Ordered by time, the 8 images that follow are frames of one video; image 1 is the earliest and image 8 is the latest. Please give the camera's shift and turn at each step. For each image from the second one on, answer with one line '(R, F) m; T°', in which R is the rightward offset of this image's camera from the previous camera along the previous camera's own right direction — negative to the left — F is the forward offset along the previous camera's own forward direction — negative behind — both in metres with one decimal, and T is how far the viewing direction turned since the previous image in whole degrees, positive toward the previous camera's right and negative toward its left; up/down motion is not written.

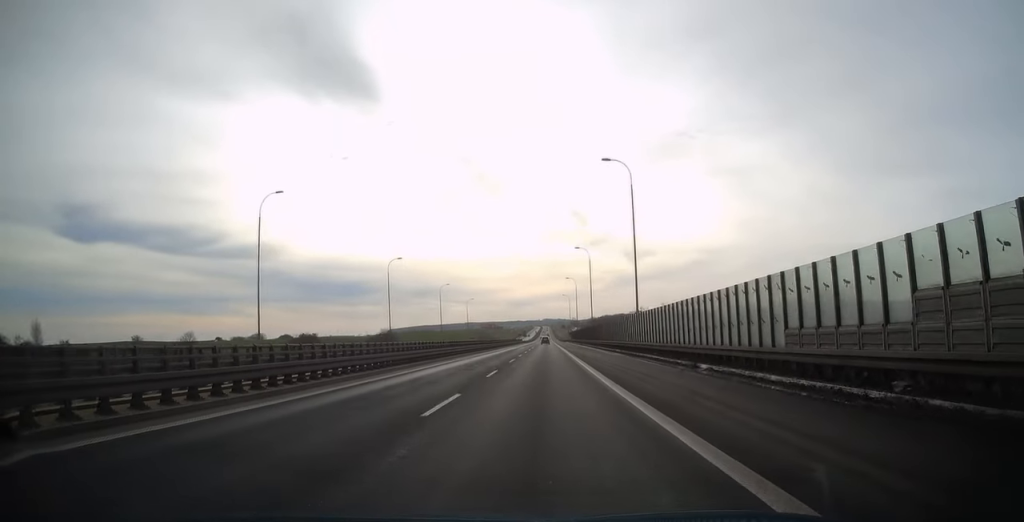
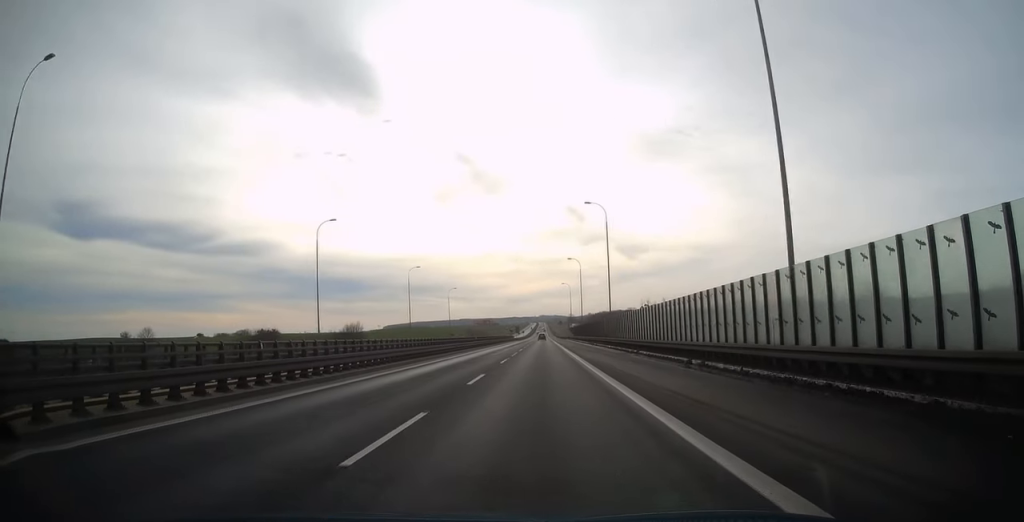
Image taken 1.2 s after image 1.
(+0.1, +28.5) m; 0°
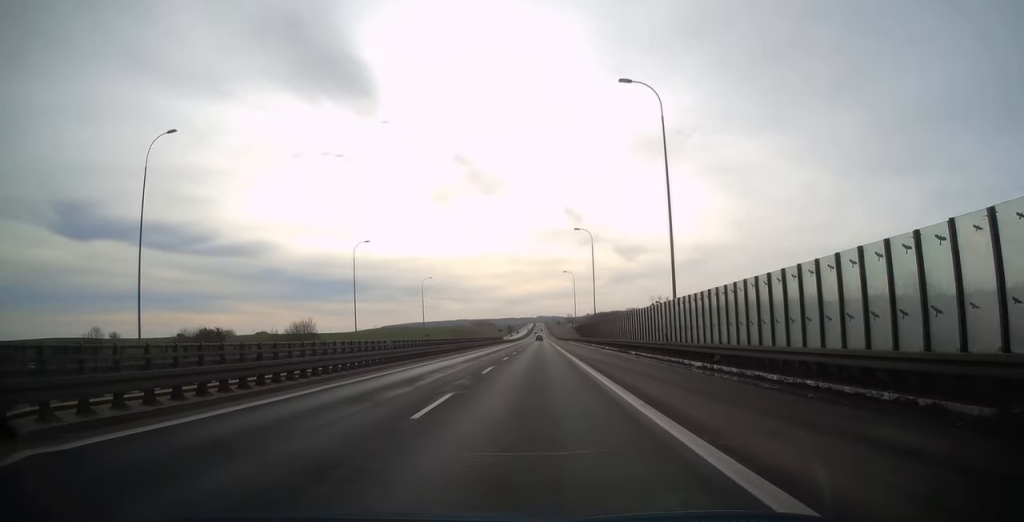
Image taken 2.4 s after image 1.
(0.0, +30.3) m; 0°
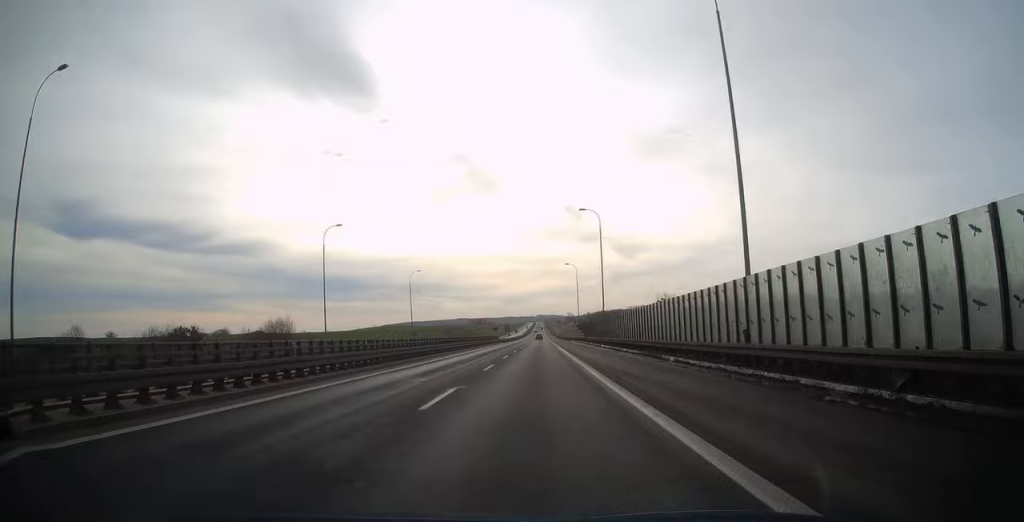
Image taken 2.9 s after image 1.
(0.0, +10.9) m; 0°
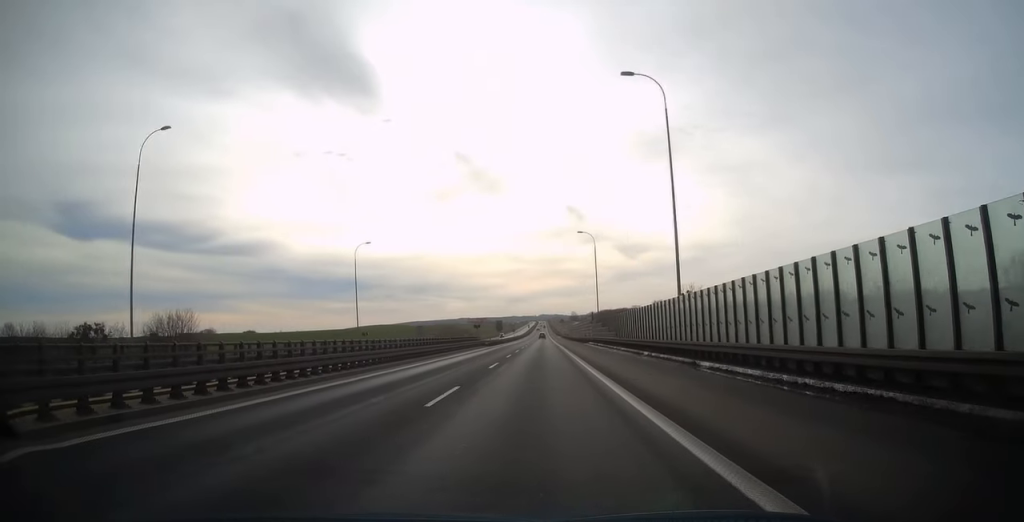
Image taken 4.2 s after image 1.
(0.0, +34.3) m; 0°
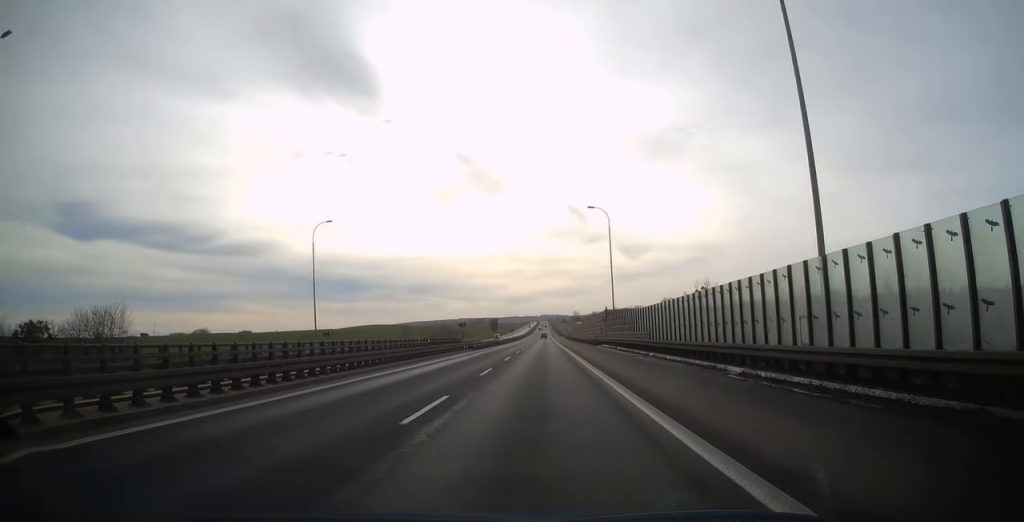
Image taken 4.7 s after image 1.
(0.0, +15.2) m; 0°
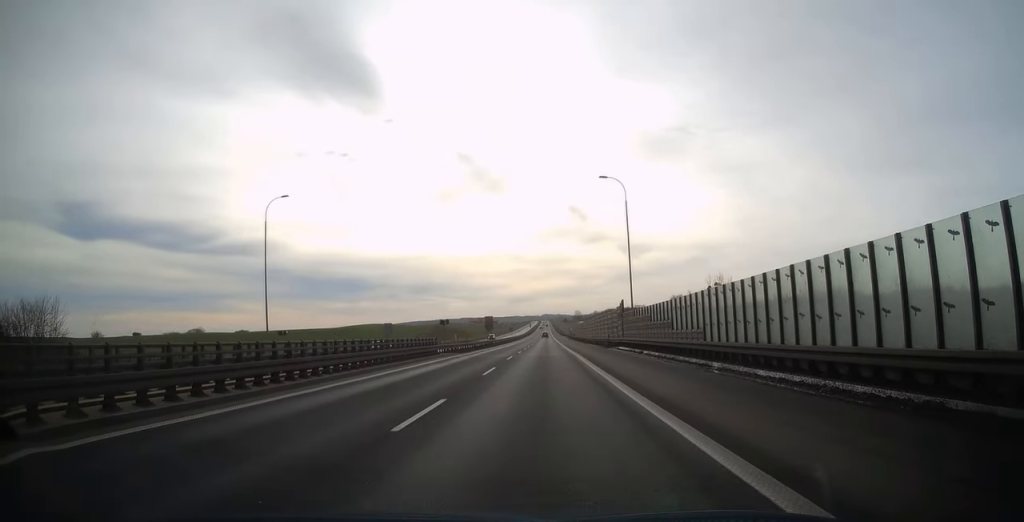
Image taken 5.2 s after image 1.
(0.0, +11.9) m; 0°
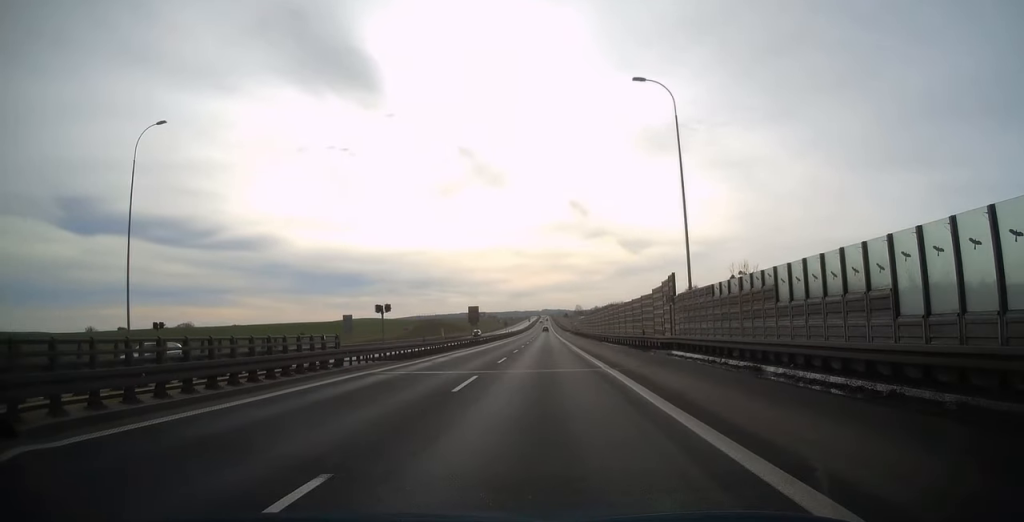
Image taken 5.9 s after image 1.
(0.0, +19.3) m; 0°
